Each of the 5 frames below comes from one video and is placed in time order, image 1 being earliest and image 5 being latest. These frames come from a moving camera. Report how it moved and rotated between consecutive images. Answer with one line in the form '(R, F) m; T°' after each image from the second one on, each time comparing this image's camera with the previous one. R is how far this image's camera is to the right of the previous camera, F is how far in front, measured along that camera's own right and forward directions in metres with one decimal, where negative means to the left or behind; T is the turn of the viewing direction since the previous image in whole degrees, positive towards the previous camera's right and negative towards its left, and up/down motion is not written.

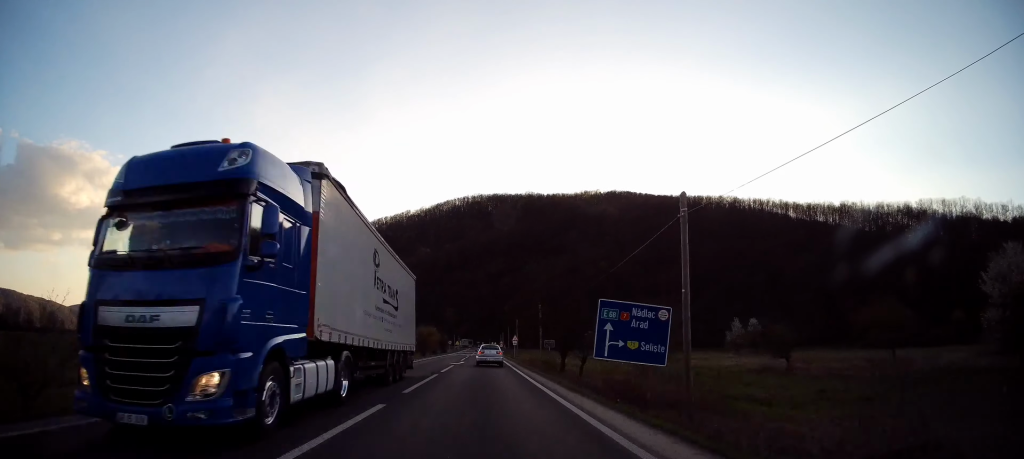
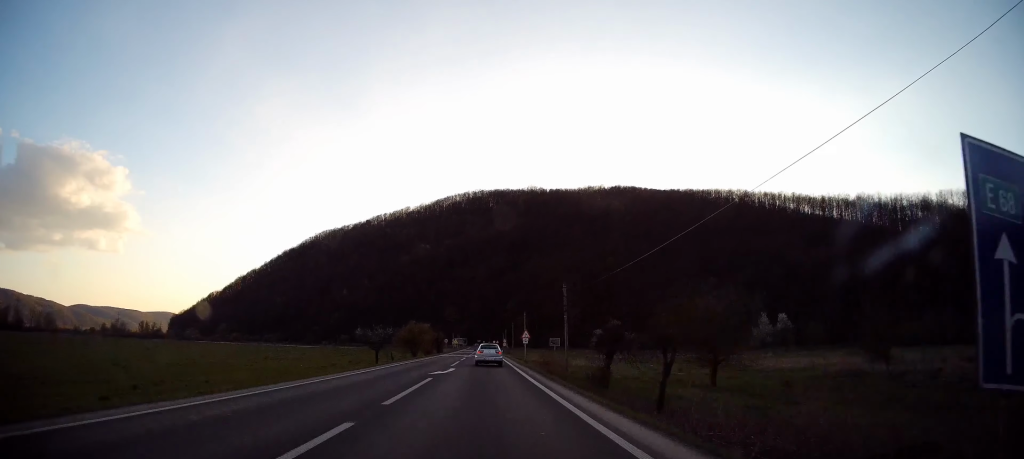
(0.0, +14.6) m; 0°
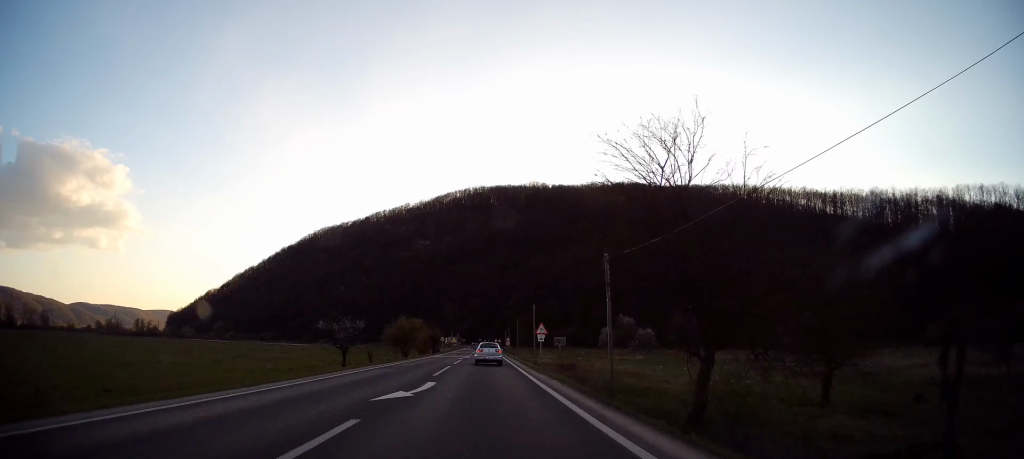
(0.0, +11.8) m; 0°
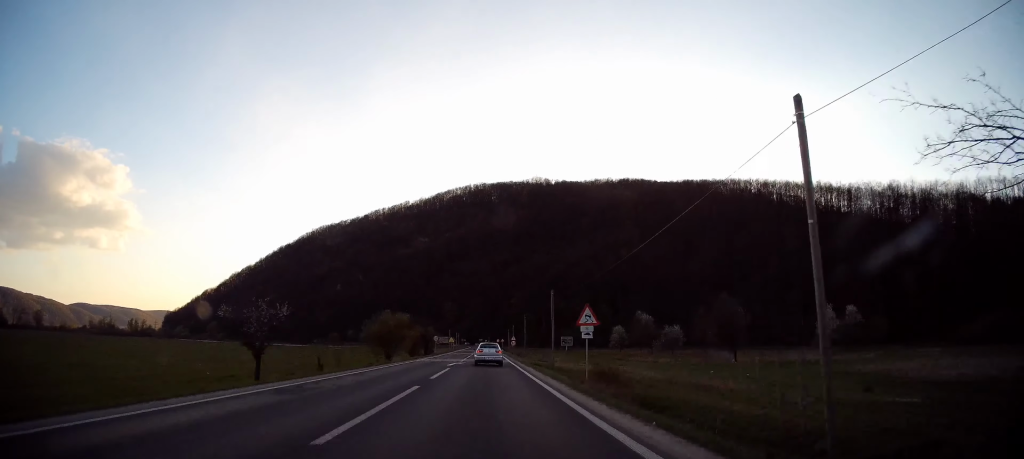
(0.0, +14.7) m; 0°
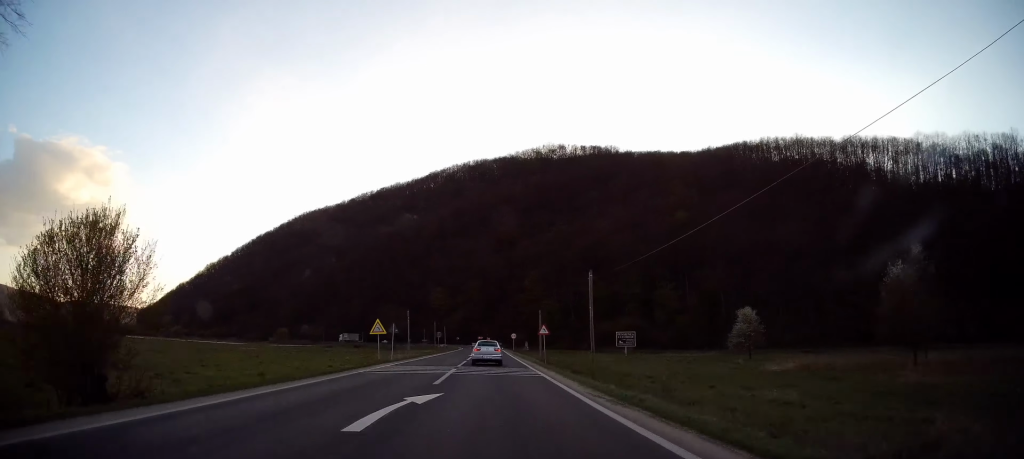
(0.0, +81.7) m; 0°
